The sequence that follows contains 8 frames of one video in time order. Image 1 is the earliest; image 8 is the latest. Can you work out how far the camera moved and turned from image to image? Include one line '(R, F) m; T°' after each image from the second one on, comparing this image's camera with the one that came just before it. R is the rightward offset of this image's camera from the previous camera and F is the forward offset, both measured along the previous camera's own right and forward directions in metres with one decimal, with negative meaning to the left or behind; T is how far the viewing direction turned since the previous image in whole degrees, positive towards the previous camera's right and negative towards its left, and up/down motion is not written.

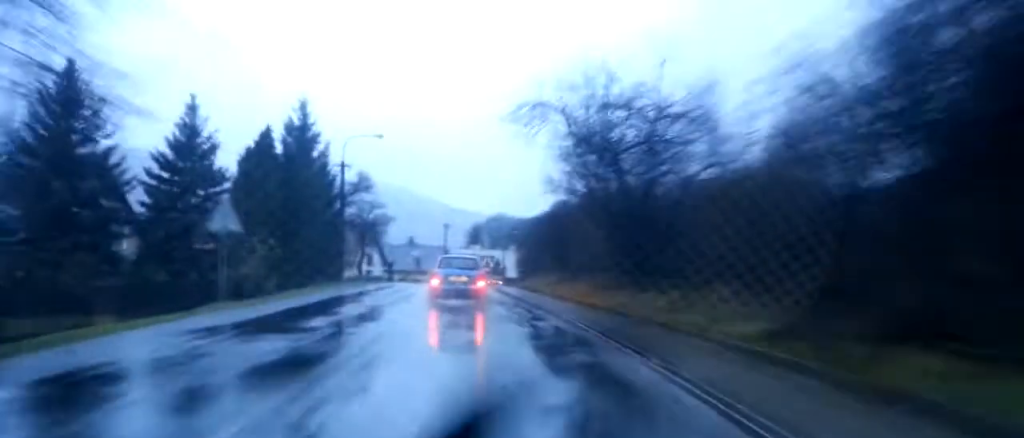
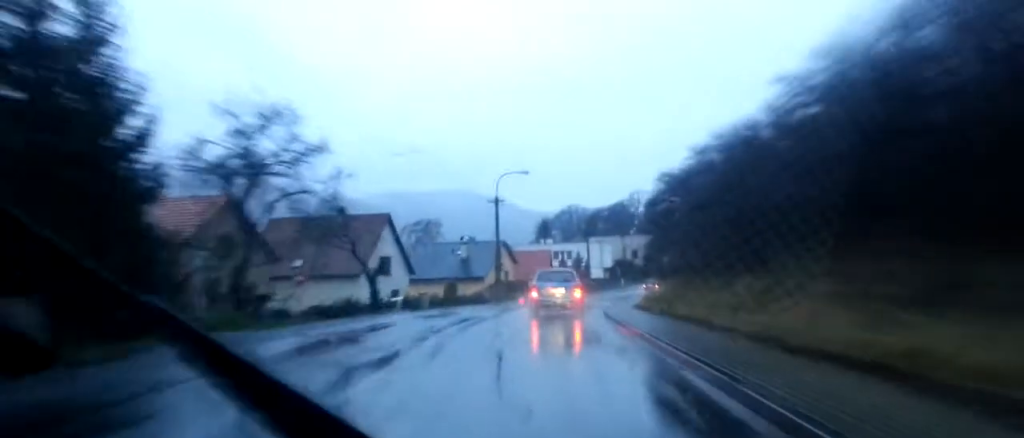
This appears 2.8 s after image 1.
(-2.5, +38.9) m; -5°
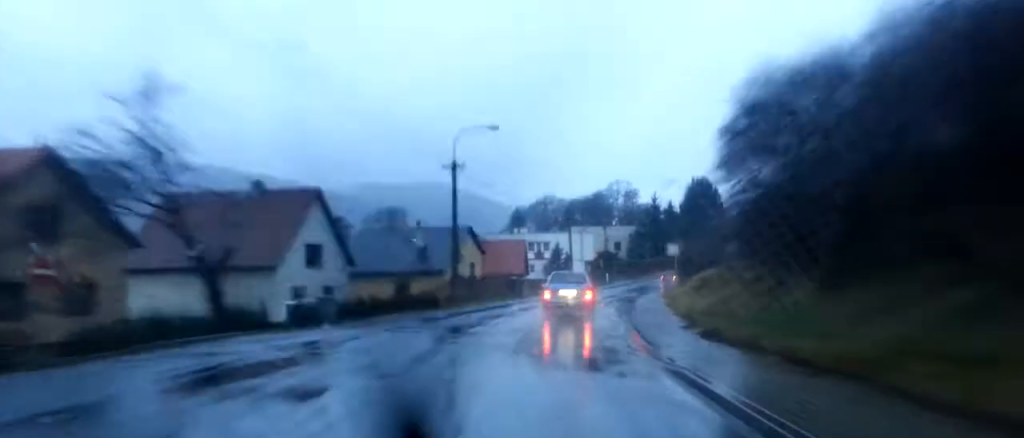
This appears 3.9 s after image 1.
(+0.3, +14.9) m; +1°
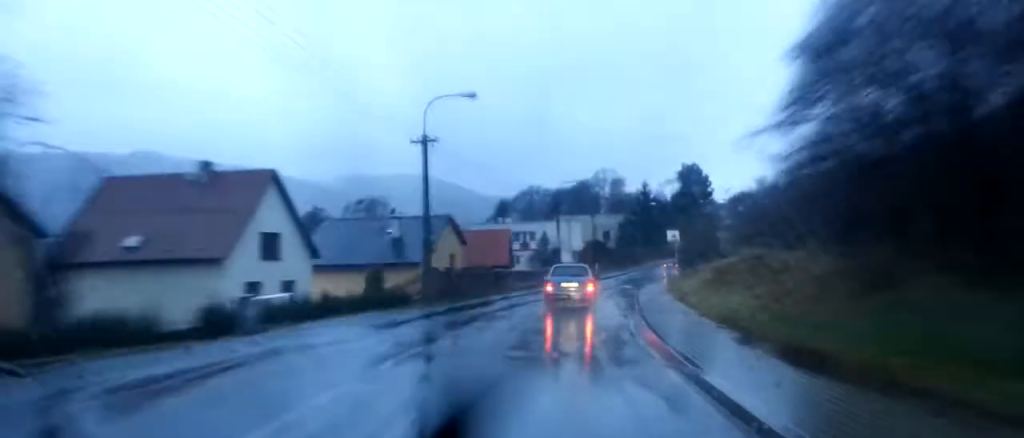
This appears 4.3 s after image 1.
(0.0, +5.6) m; 0°
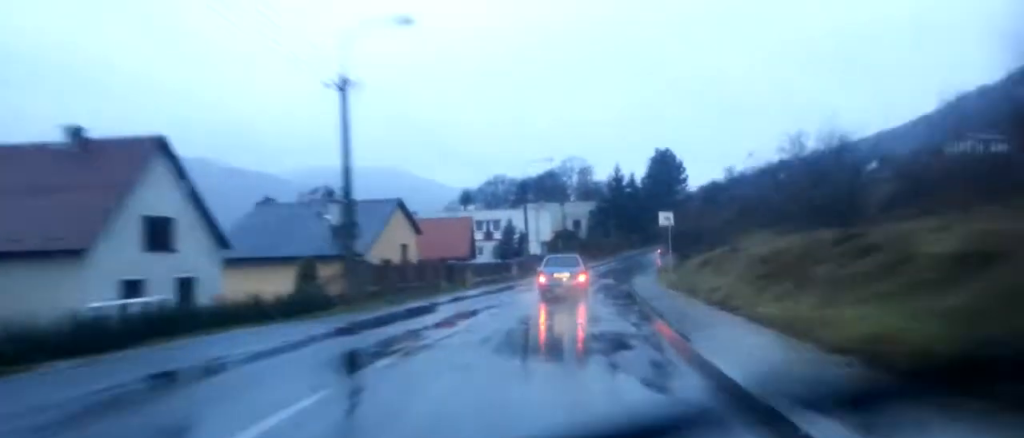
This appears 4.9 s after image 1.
(0.0, +9.4) m; 0°
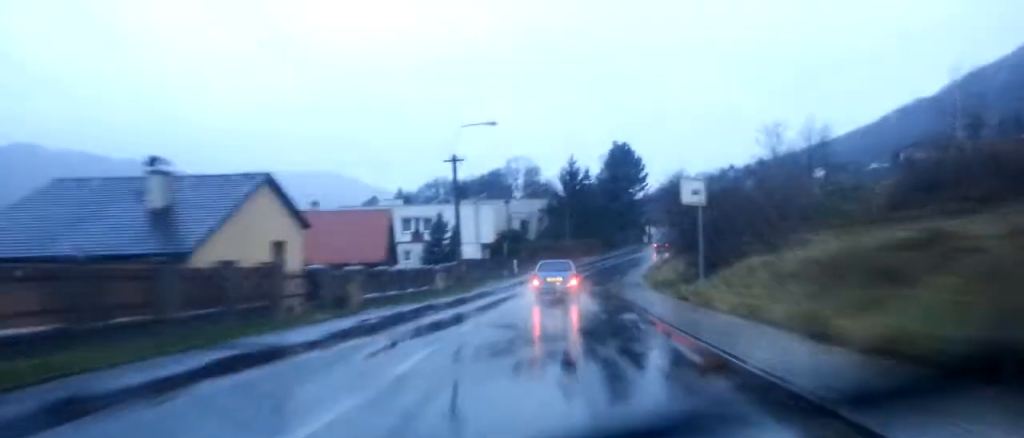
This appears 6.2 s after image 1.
(+0.2, +18.2) m; +3°
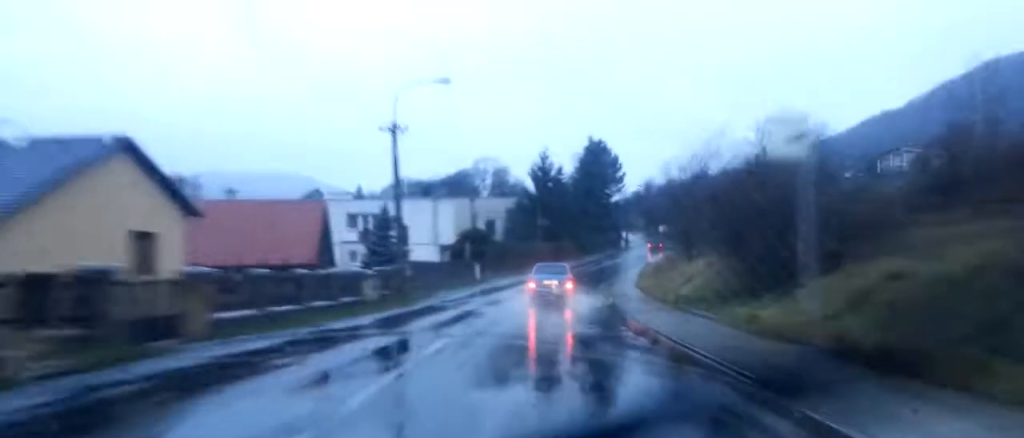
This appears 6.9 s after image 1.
(+0.3, +10.6) m; +3°
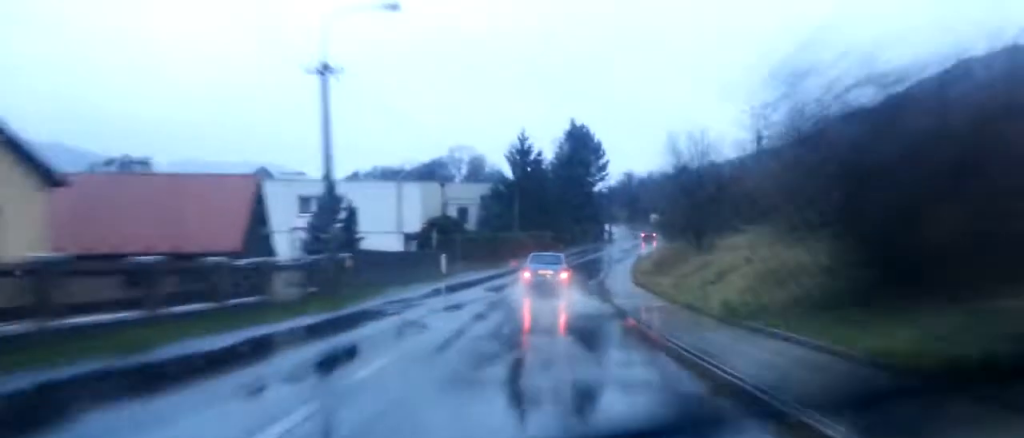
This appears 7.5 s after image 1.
(0.0, +7.8) m; +1°
